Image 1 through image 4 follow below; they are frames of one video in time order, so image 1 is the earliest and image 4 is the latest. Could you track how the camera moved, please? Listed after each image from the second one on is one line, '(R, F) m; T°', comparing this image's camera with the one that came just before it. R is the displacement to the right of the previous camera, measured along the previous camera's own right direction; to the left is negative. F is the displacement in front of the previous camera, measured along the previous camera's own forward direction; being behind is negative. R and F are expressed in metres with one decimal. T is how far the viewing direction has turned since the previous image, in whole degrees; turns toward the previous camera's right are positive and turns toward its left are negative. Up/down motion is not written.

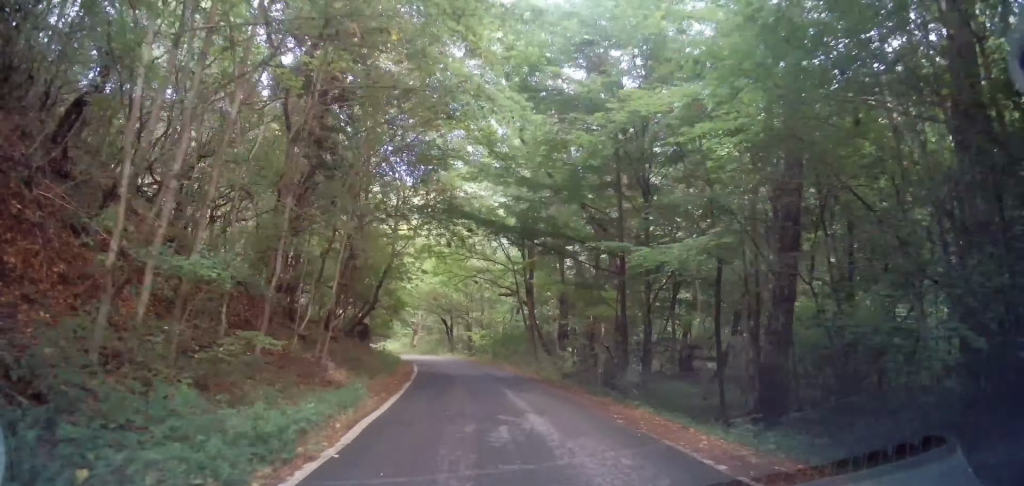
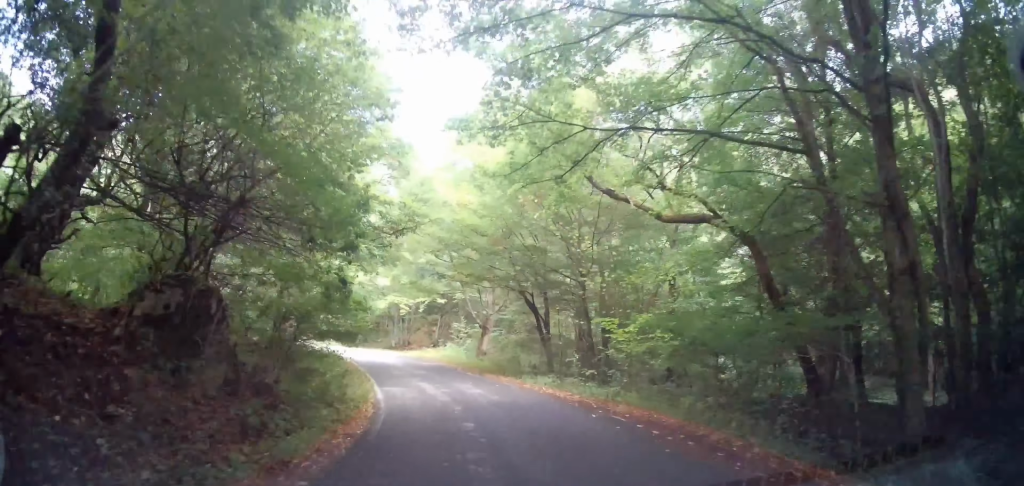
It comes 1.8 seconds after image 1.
(-0.7, +22.3) m; -3°
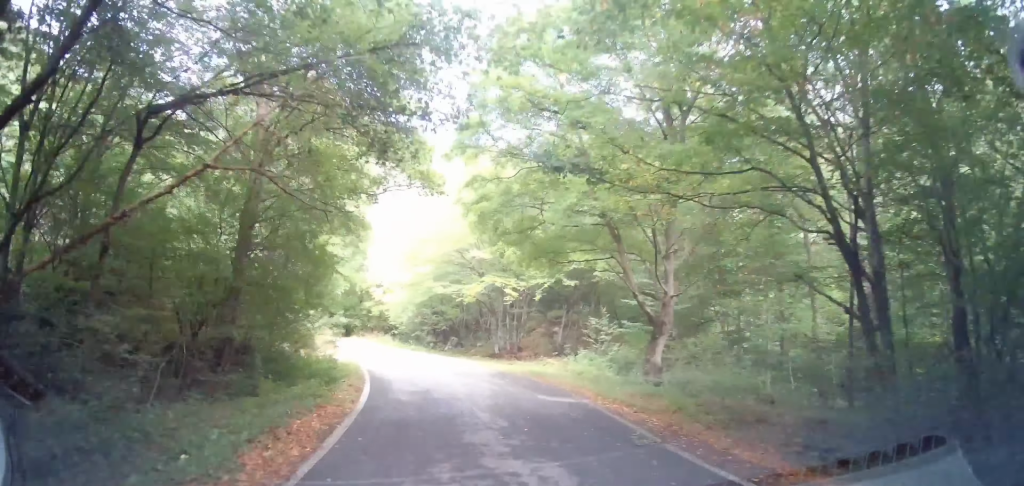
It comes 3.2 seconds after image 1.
(-0.5, +16.6) m; -12°
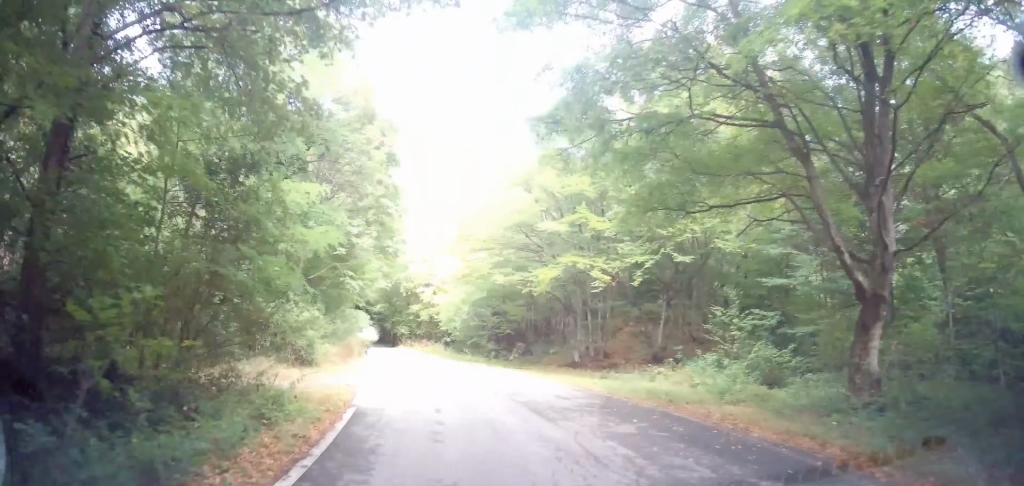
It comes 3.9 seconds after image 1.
(-0.6, +8.0) m; -9°
